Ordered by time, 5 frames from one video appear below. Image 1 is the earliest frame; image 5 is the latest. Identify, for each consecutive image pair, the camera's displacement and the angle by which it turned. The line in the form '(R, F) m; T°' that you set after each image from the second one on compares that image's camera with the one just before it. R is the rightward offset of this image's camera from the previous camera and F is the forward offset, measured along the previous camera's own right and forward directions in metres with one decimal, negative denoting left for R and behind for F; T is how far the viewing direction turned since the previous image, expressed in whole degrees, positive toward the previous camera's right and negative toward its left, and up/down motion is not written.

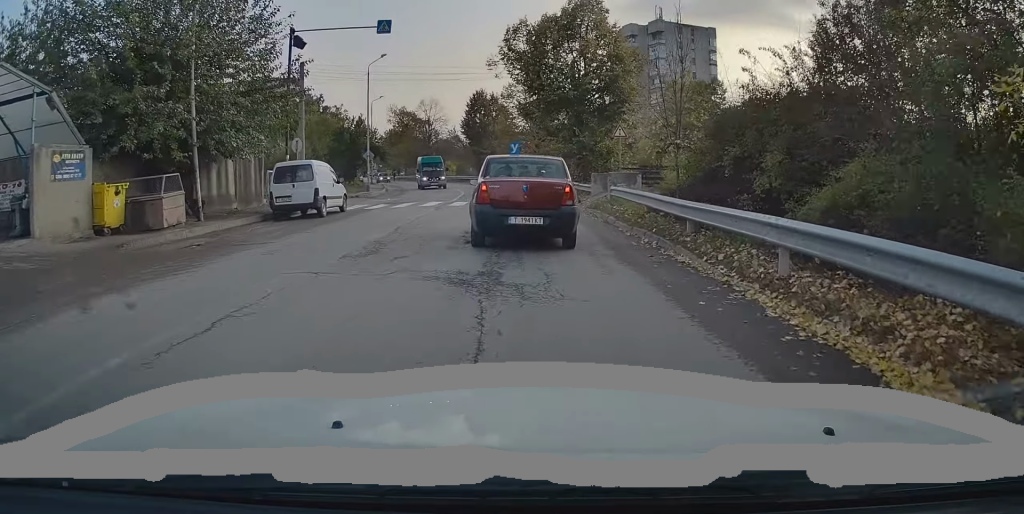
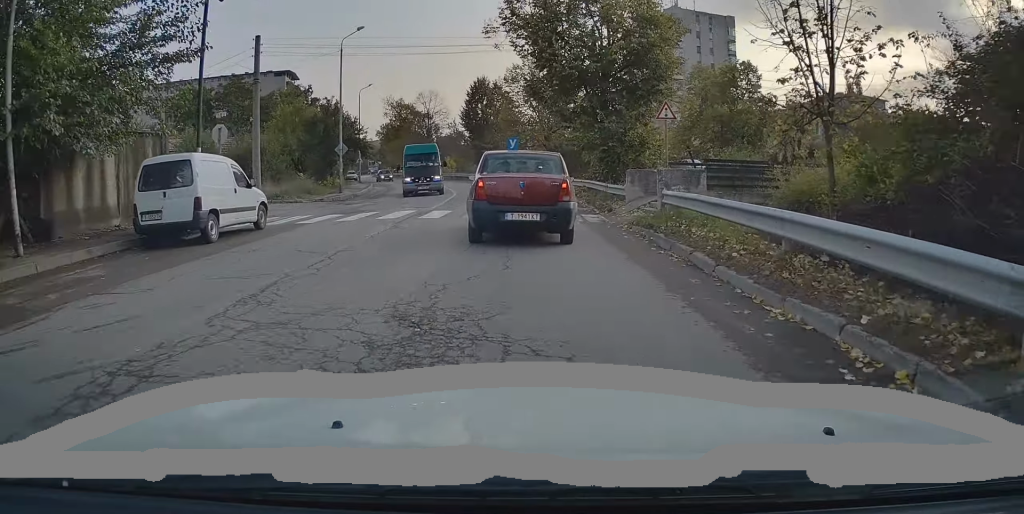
(+0.3, +7.8) m; +1°
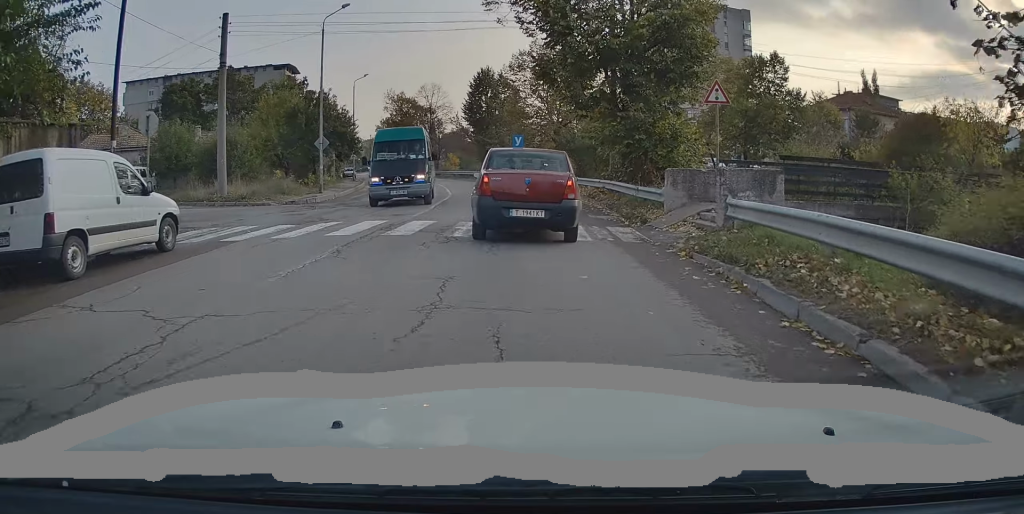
(0.0, +4.6) m; -1°
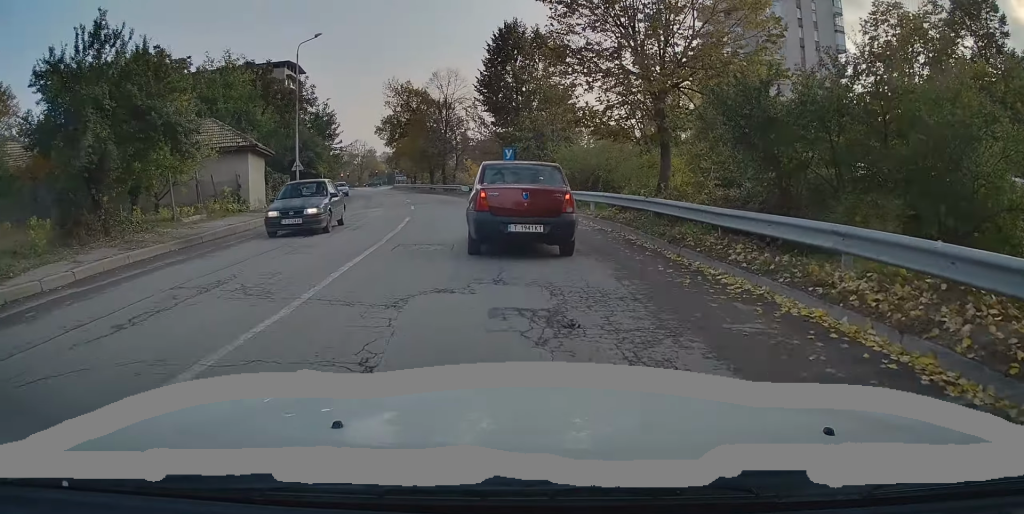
(-0.9, +22.8) m; -5°
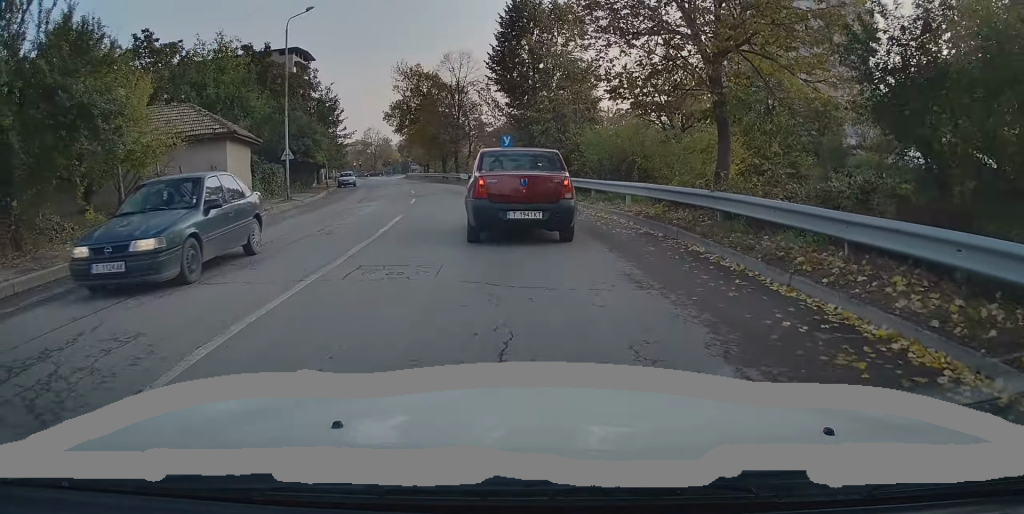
(-0.1, +4.1) m; -2°
